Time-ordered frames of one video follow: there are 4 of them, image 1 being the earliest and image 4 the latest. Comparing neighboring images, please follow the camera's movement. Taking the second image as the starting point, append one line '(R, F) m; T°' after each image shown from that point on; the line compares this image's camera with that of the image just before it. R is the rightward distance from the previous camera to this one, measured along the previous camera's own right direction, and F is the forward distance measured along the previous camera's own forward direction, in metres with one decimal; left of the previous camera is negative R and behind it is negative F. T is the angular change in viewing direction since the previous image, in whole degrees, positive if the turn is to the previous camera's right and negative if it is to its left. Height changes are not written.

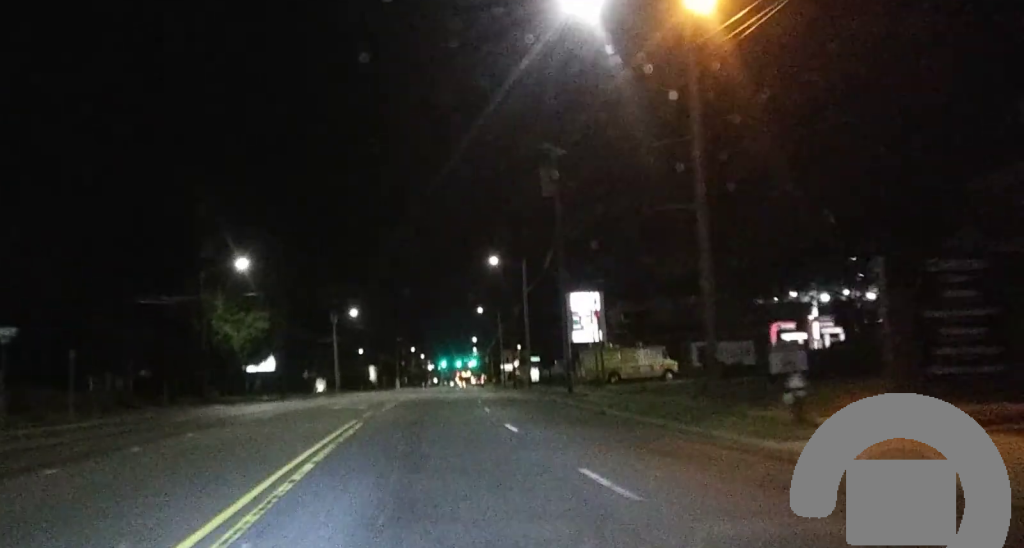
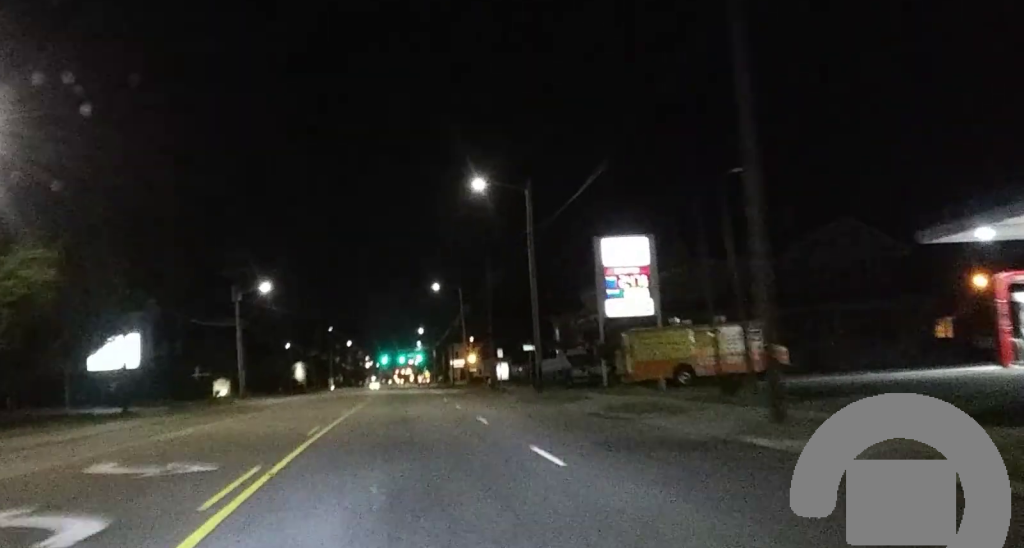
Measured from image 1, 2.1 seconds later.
(+1.3, +33.4) m; +3°
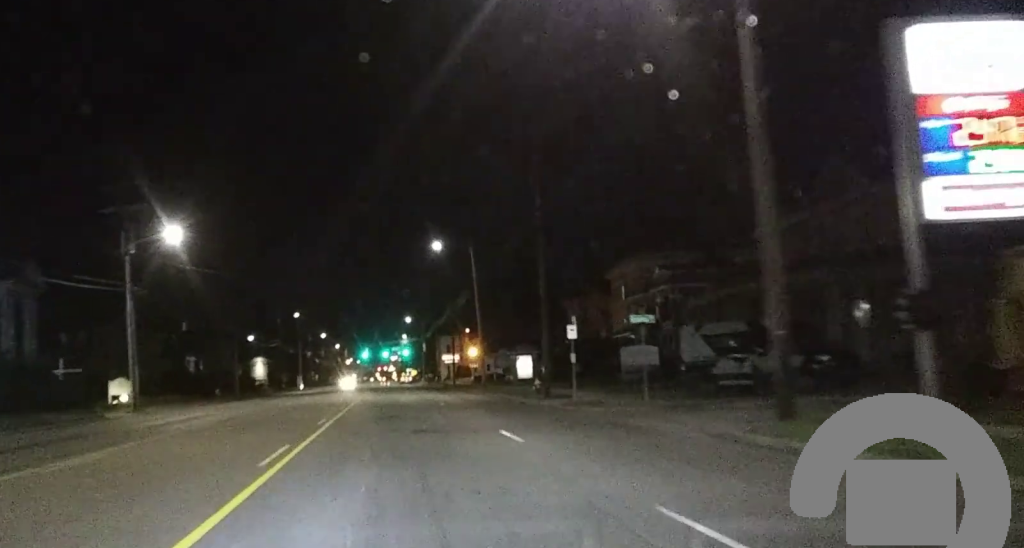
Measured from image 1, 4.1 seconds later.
(0.0, +32.5) m; +2°
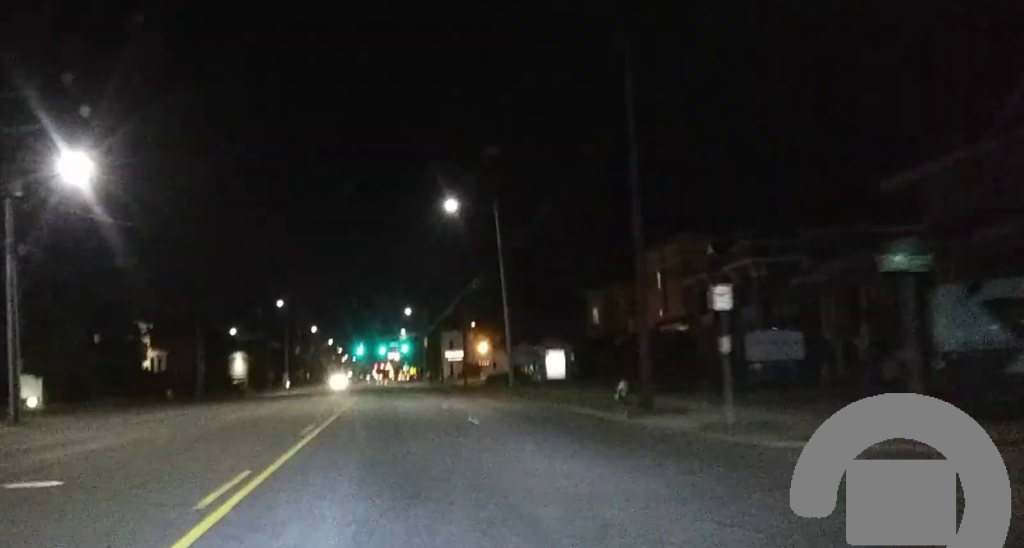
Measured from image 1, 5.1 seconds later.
(+0.3, +16.5) m; +1°
